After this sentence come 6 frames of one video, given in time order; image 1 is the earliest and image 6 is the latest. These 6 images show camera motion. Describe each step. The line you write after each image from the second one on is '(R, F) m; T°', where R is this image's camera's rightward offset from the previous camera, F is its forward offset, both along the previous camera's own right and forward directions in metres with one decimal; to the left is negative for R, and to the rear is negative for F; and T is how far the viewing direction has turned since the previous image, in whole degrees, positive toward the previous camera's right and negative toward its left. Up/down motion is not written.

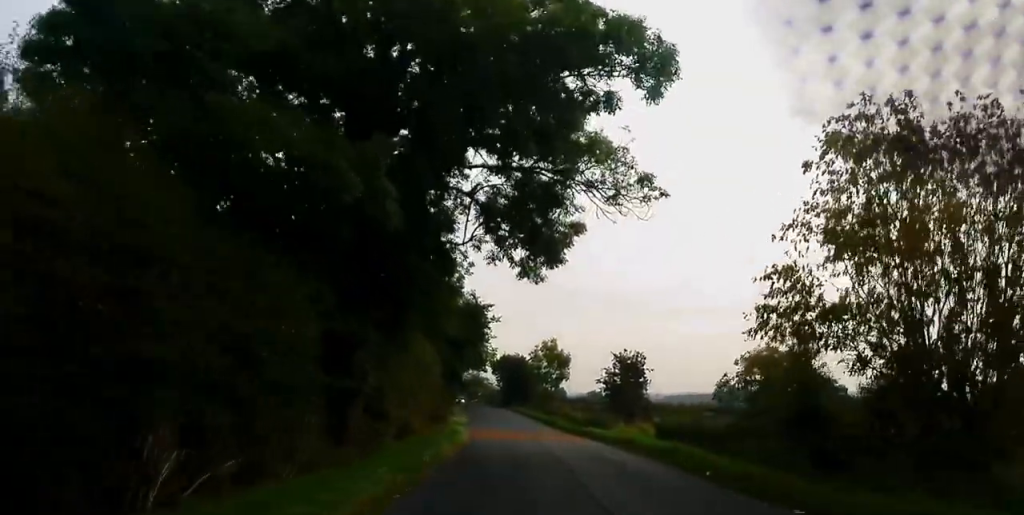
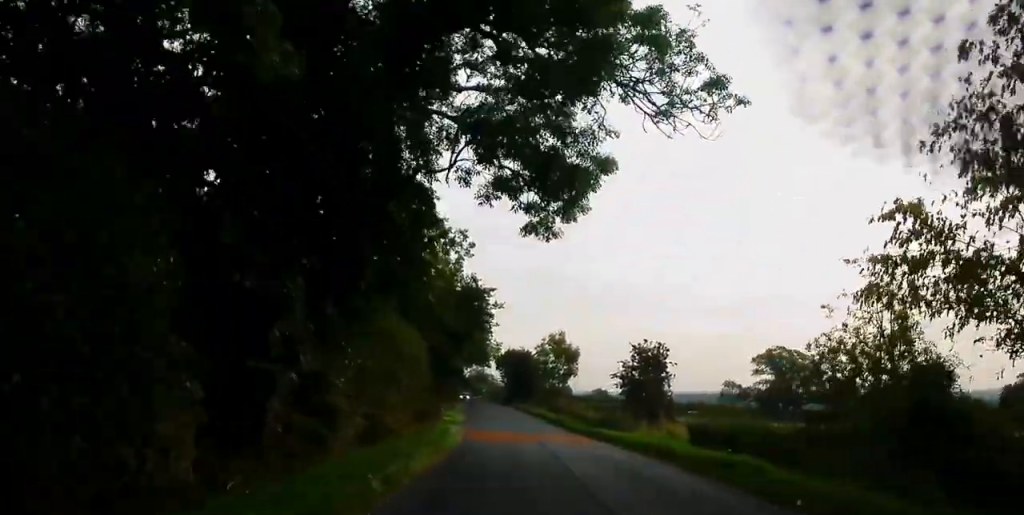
(0.0, +5.3) m; 0°
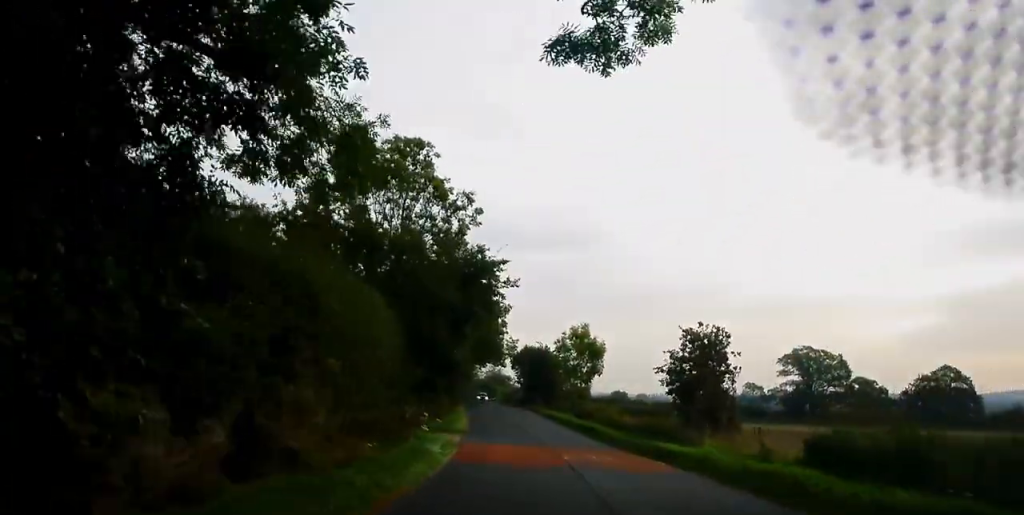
(+0.1, +8.5) m; -1°
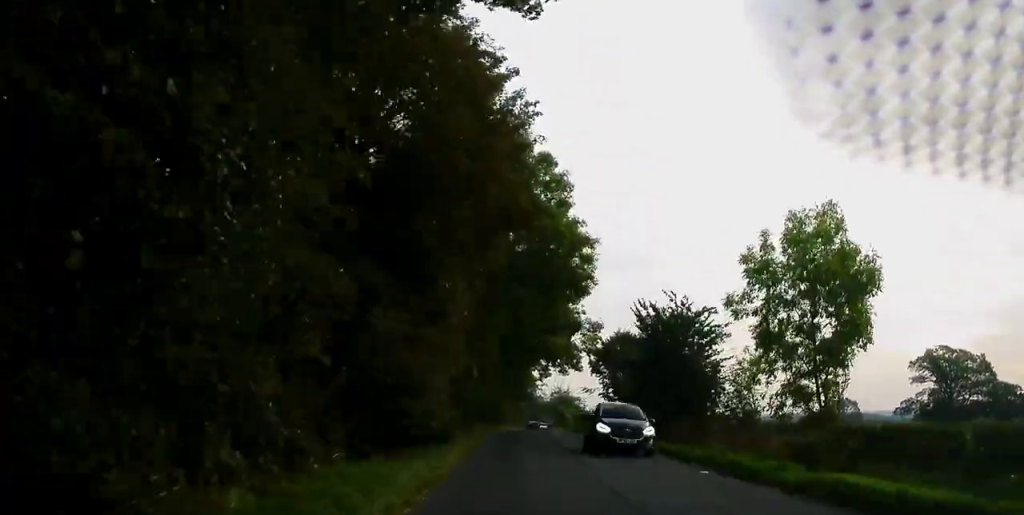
(-1.7, +44.5) m; -3°
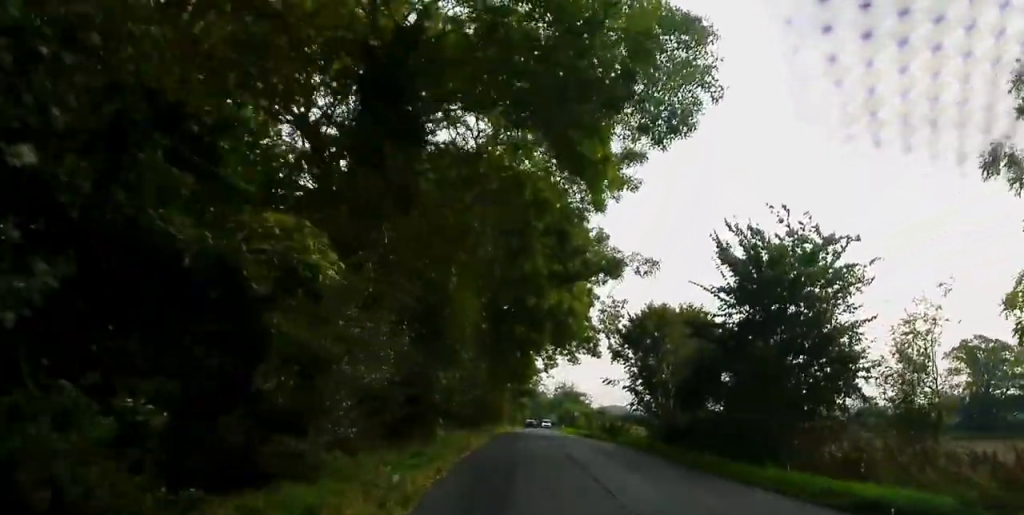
(0.0, +14.4) m; -1°
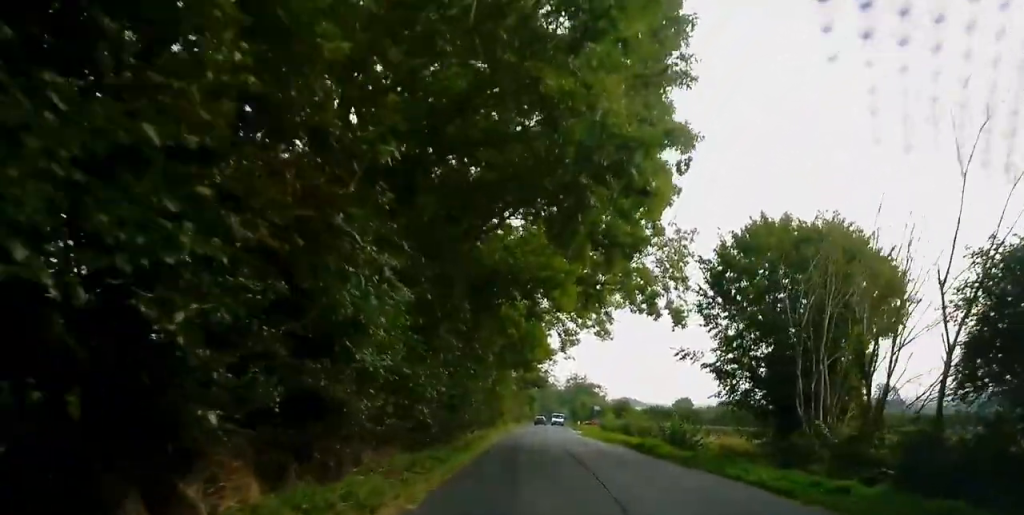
(-0.4, +19.9) m; -2°
